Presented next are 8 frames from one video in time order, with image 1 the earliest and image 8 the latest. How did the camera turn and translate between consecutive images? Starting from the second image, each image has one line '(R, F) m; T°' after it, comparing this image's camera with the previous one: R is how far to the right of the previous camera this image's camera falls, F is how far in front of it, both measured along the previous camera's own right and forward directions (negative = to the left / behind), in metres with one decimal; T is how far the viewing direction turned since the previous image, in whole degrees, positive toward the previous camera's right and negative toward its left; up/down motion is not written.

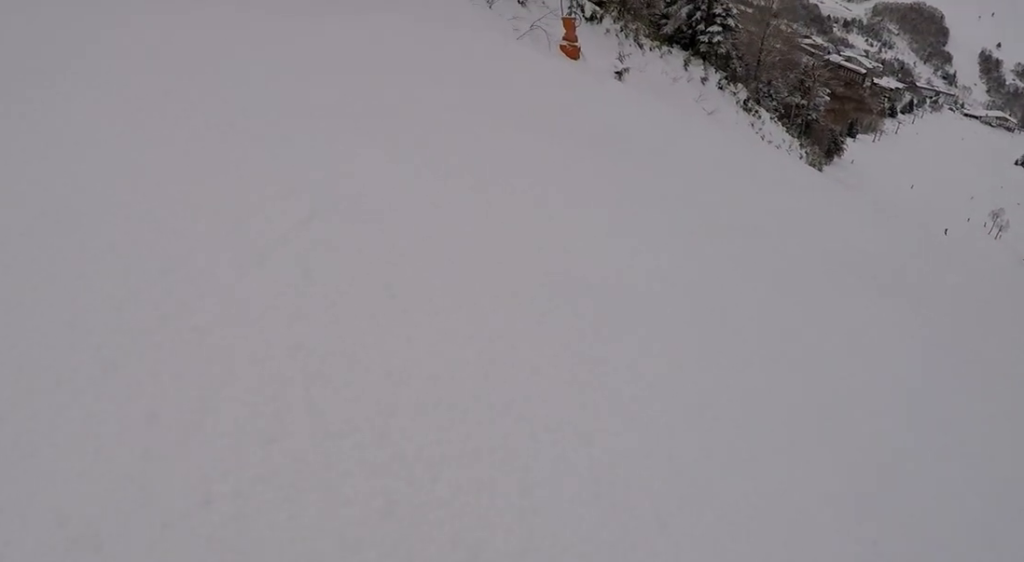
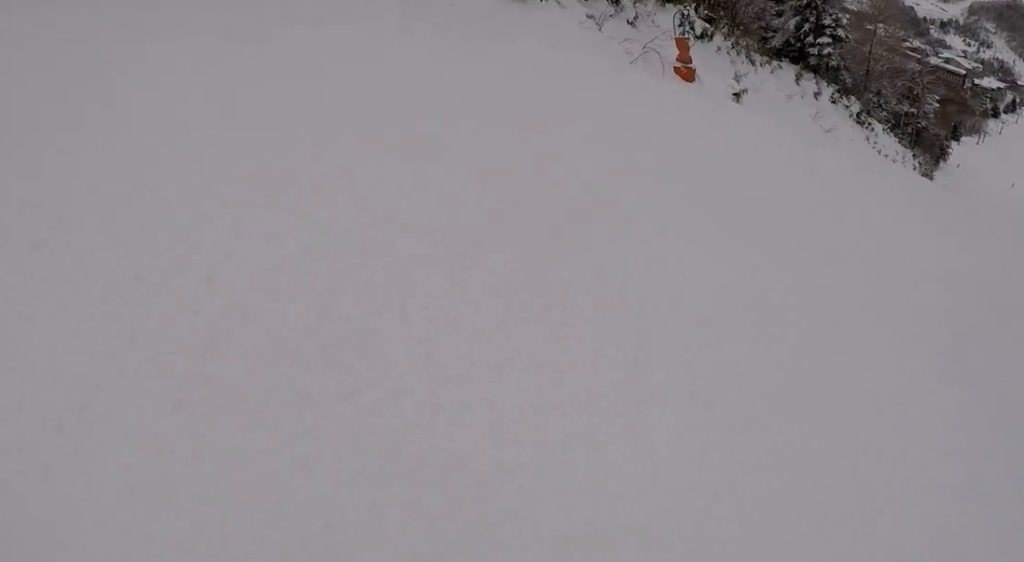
(-0.6, +2.4) m; -4°
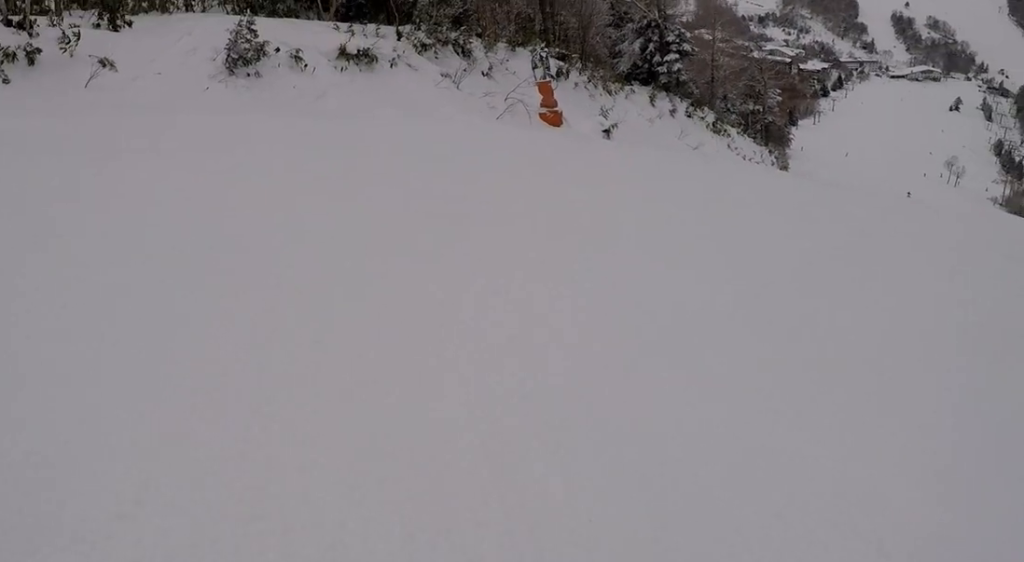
(-0.6, +3.3) m; +10°
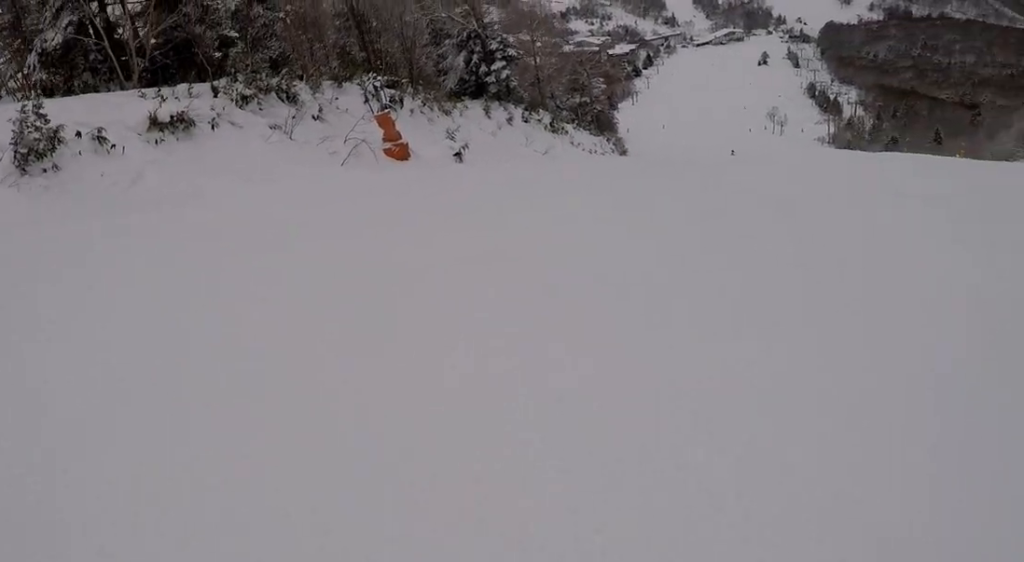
(+0.7, +3.0) m; +32°
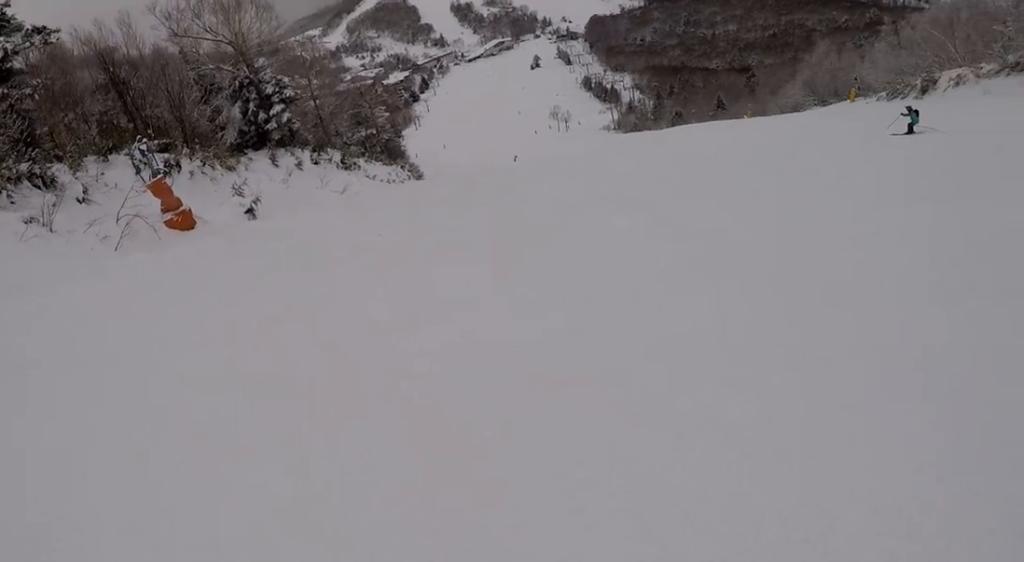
(+0.9, +2.1) m; +26°
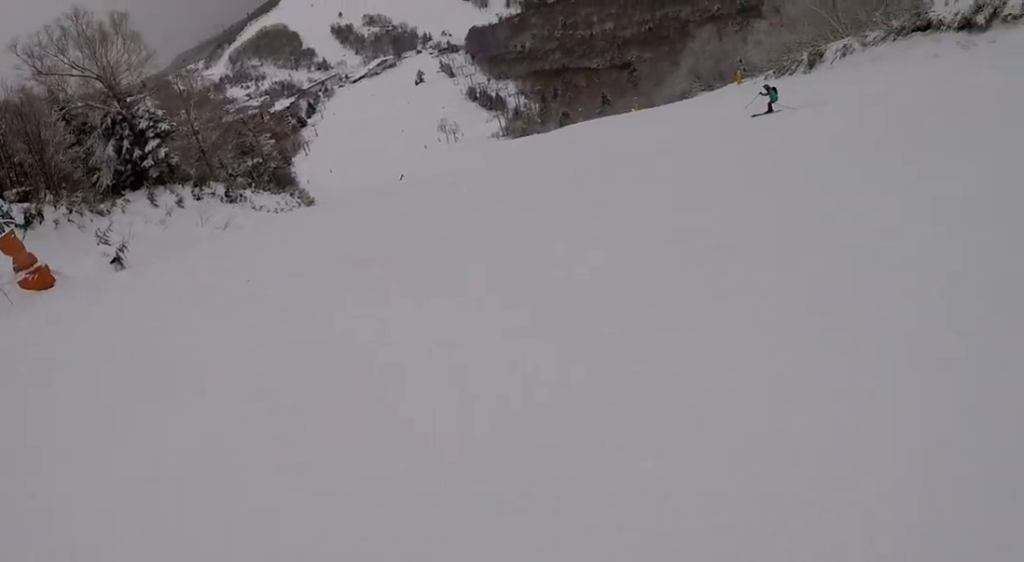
(0.0, +1.7) m; +20°
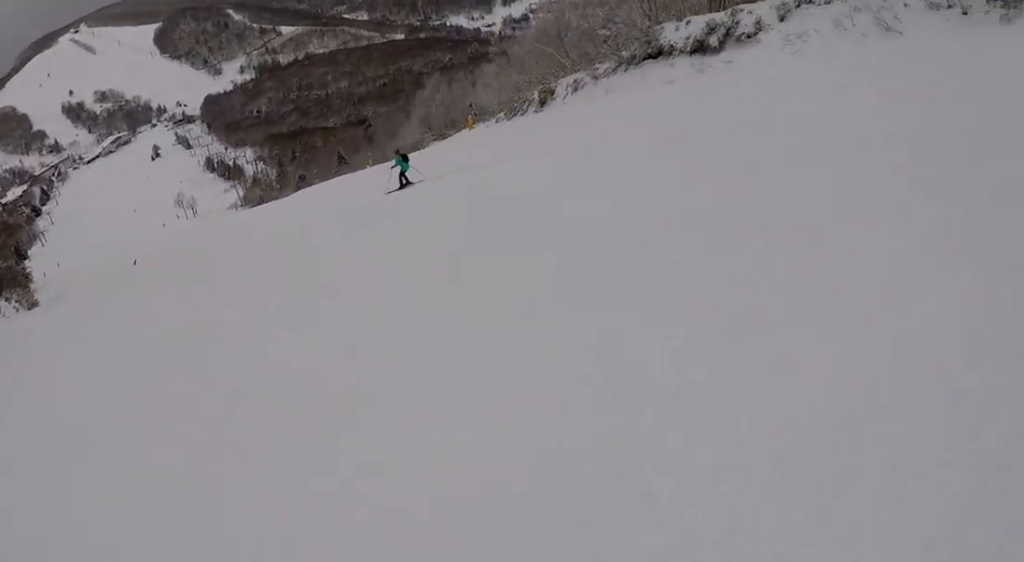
(+1.2, +3.3) m; +20°
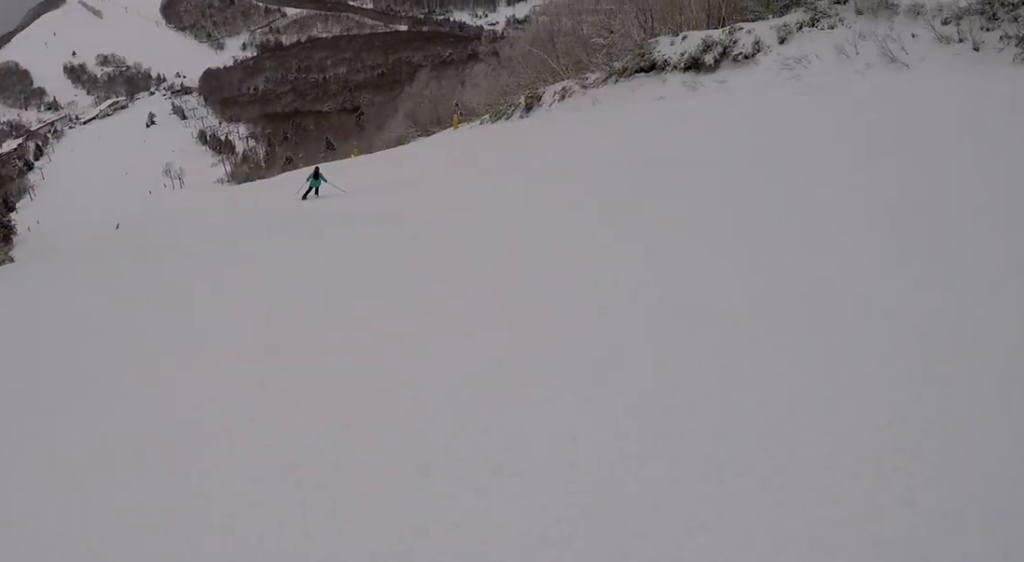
(+0.1, +2.1) m; +4°
